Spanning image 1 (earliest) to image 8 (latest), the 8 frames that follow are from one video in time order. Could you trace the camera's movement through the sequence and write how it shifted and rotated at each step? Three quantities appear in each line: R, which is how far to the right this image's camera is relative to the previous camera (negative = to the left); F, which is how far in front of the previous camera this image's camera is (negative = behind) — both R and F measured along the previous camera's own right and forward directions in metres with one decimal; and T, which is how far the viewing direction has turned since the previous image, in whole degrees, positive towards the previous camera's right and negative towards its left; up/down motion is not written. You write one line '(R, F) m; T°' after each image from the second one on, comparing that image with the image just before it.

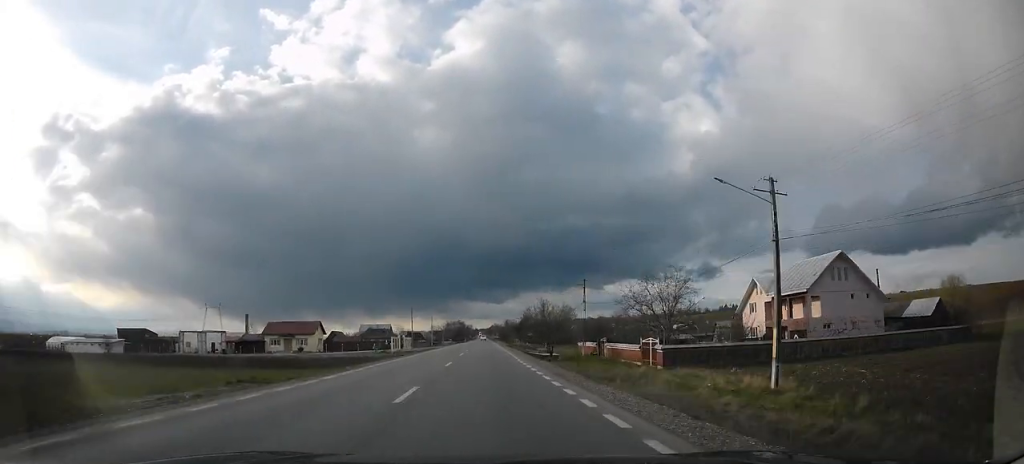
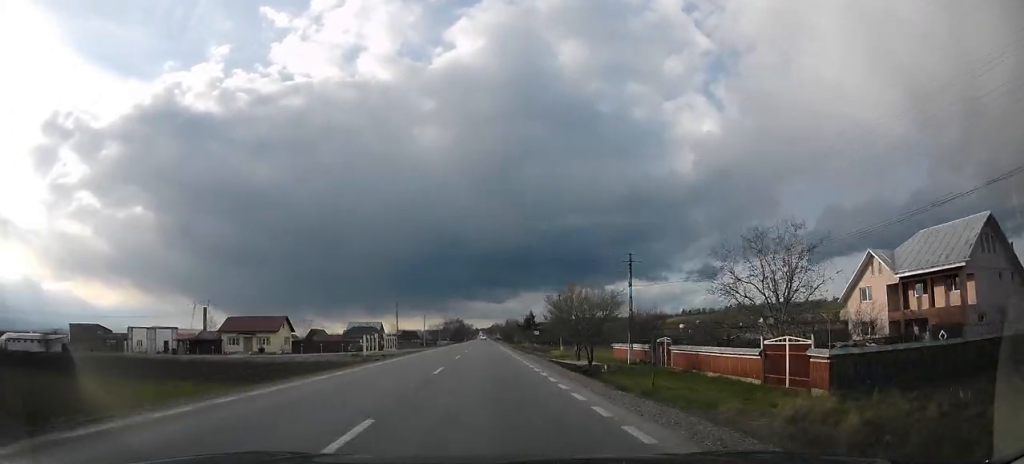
(+0.1, +17.4) m; 0°
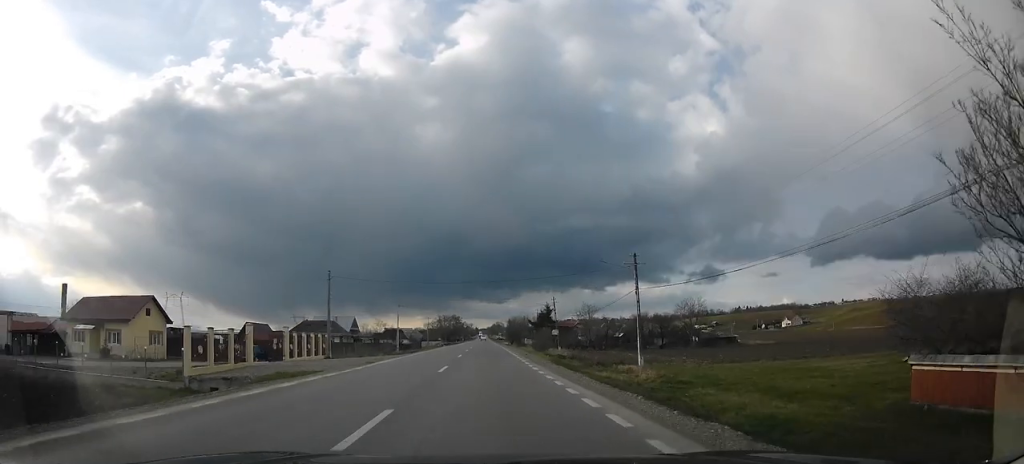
(-0.1, +34.7) m; 0°
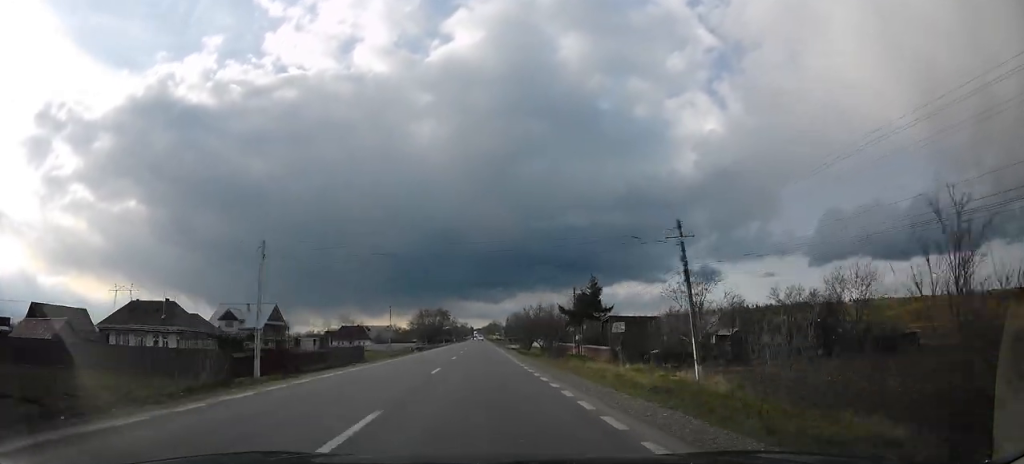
(+0.1, +49.0) m; -1°
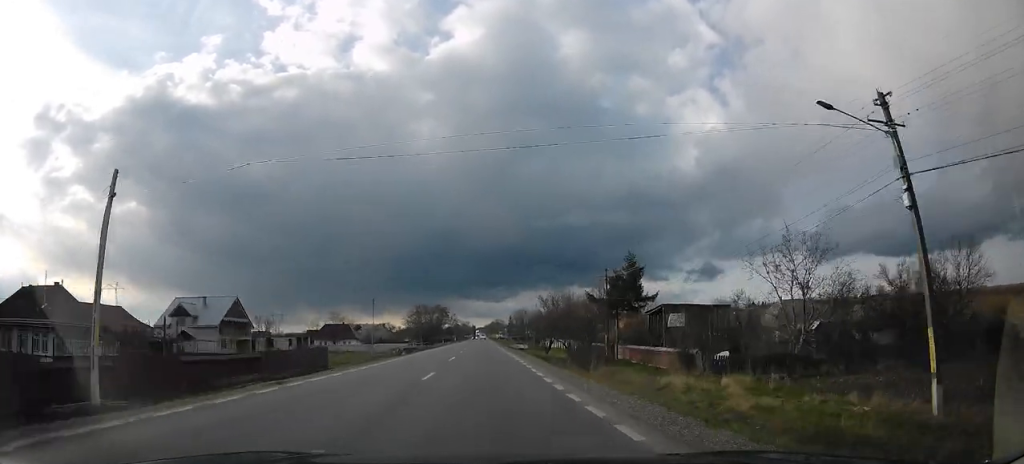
(-0.1, +15.1) m; -1°
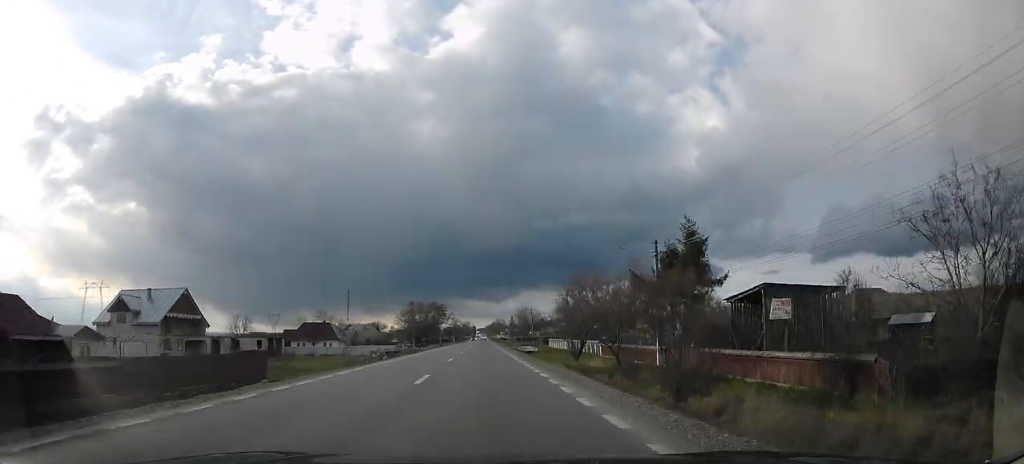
(-0.4, +13.6) m; 0°
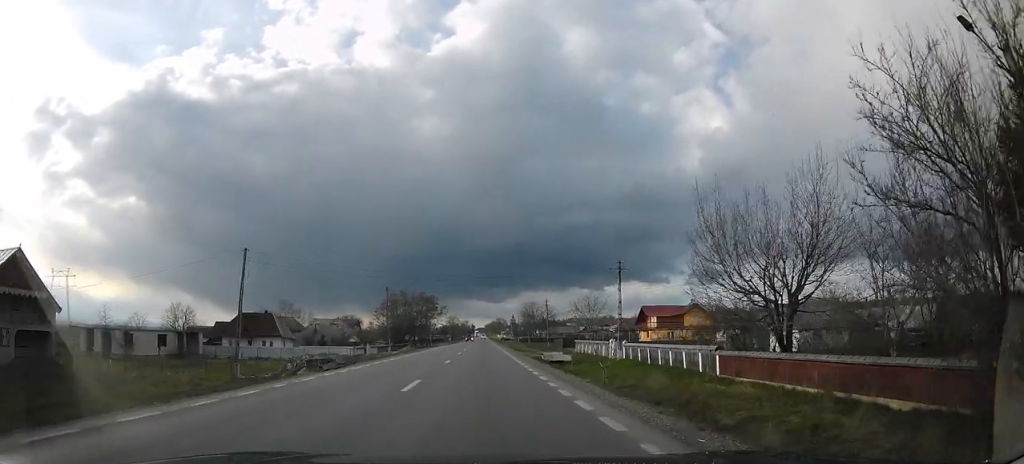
(+0.4, +26.3) m; +1°
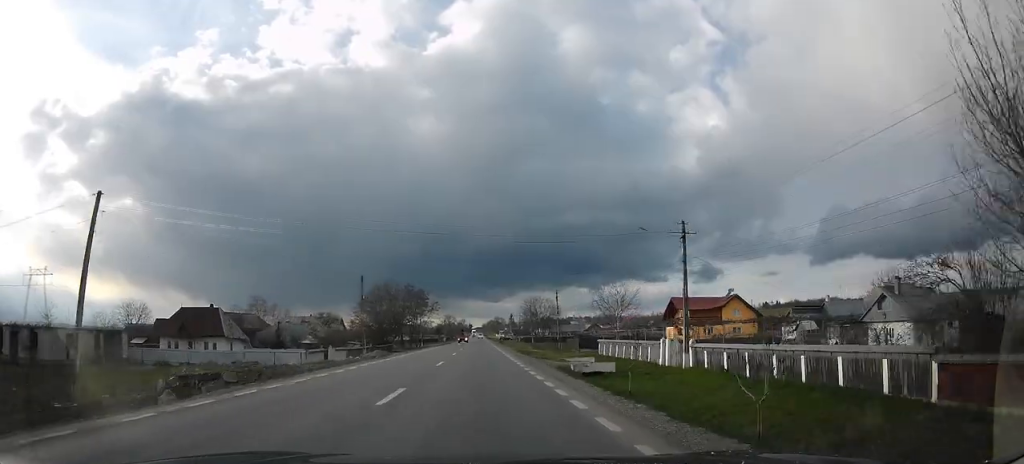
(0.0, +14.4) m; 0°
